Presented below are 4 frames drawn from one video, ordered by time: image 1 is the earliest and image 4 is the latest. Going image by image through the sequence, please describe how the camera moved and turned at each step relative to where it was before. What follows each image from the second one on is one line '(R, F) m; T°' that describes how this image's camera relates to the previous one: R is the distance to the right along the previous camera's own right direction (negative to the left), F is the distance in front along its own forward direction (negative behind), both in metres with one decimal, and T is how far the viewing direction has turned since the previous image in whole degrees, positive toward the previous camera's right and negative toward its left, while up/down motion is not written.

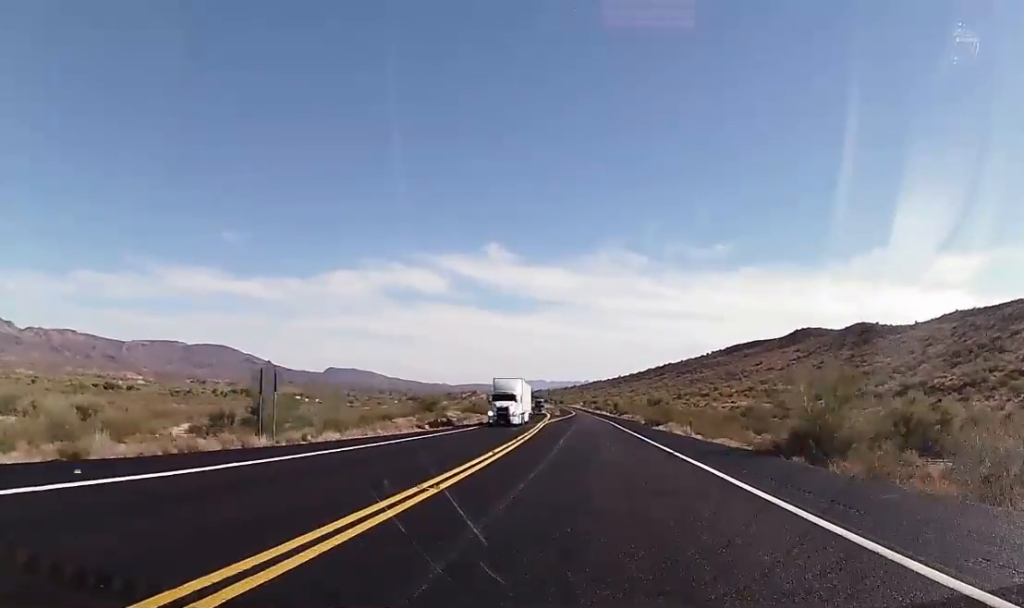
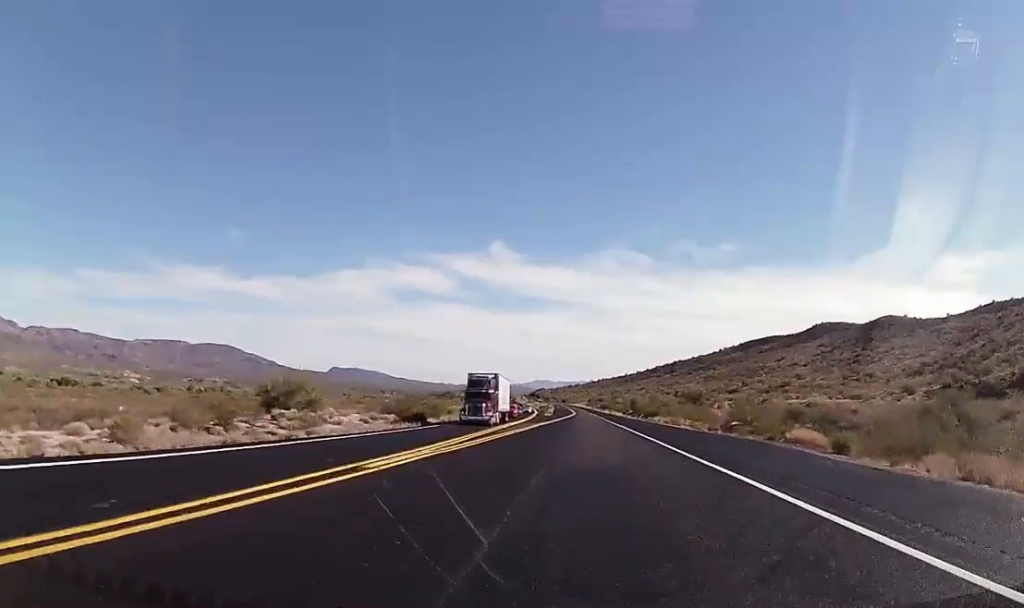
(0.0, +74.7) m; -1°
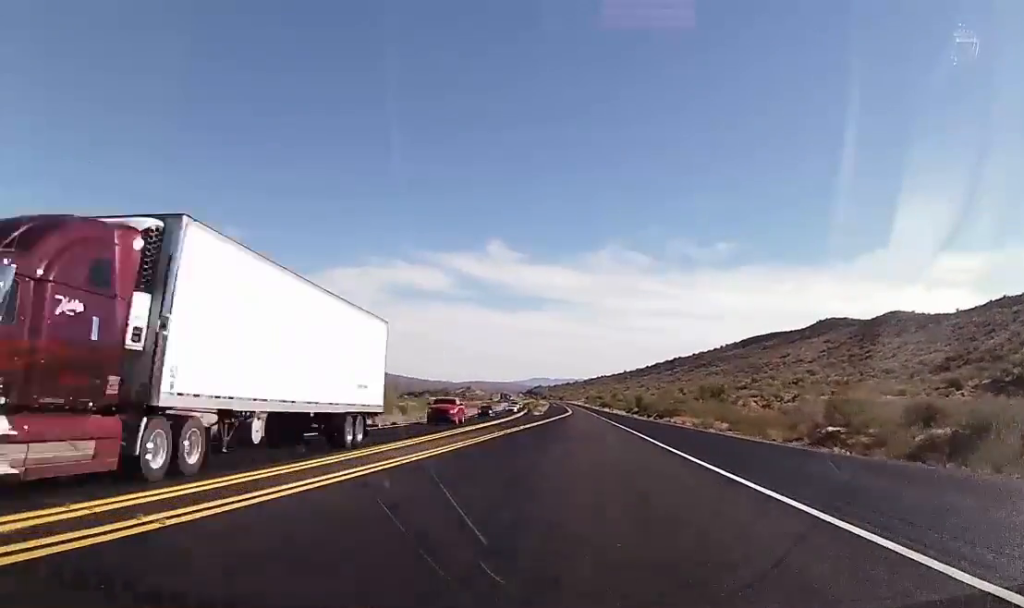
(0.0, +27.5) m; 0°
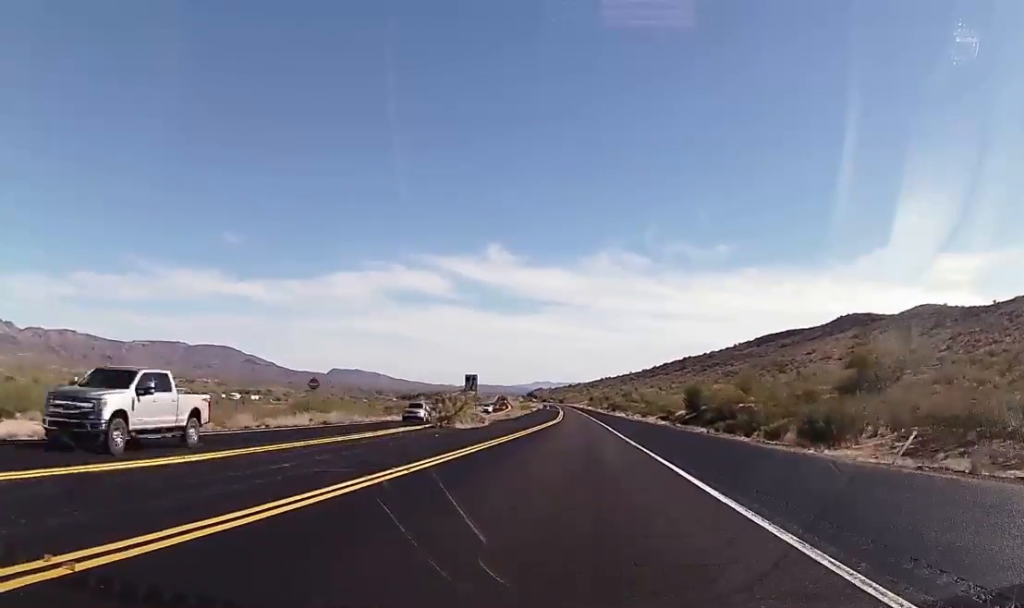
(+0.6, +75.8) m; 0°
